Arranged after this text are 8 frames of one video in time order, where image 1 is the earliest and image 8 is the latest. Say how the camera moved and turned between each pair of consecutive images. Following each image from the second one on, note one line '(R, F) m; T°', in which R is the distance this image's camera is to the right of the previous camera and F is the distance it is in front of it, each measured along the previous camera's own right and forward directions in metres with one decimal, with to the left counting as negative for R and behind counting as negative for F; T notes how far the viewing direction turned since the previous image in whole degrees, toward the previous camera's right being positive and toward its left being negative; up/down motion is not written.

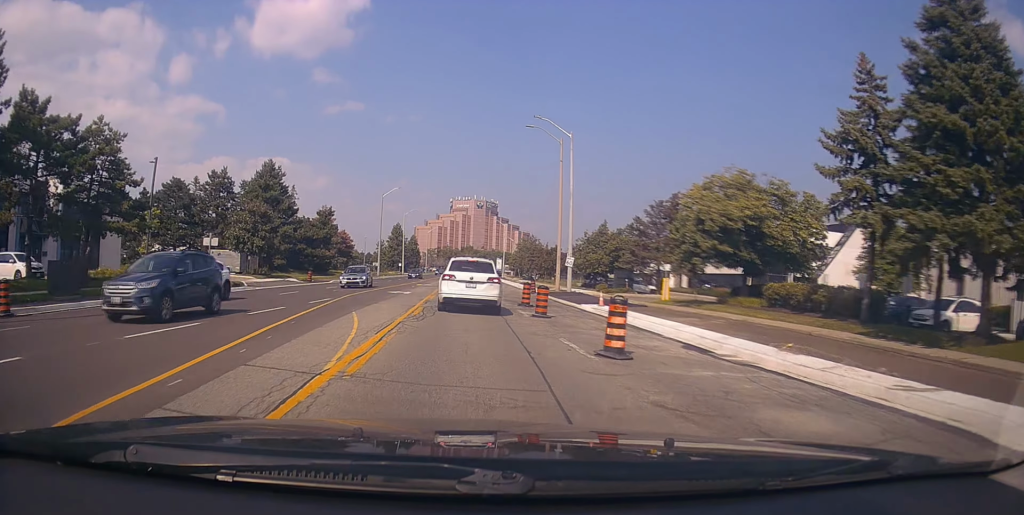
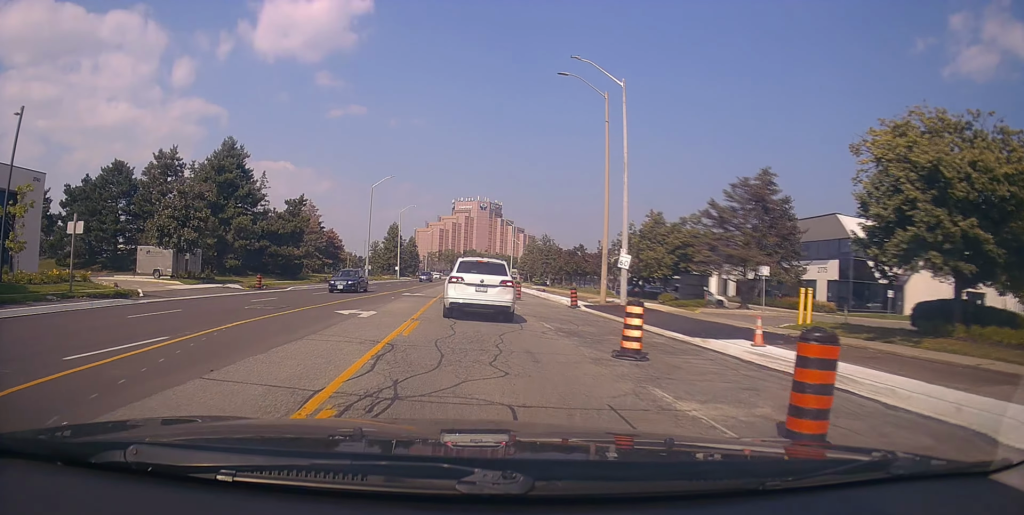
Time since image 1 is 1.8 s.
(-0.5, +16.0) m; -1°
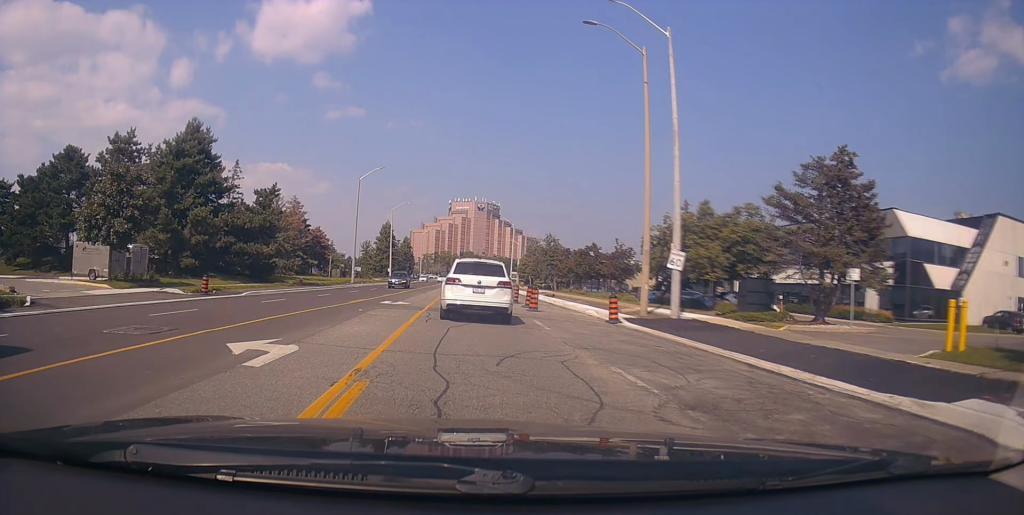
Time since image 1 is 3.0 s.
(+0.9, +8.8) m; +1°
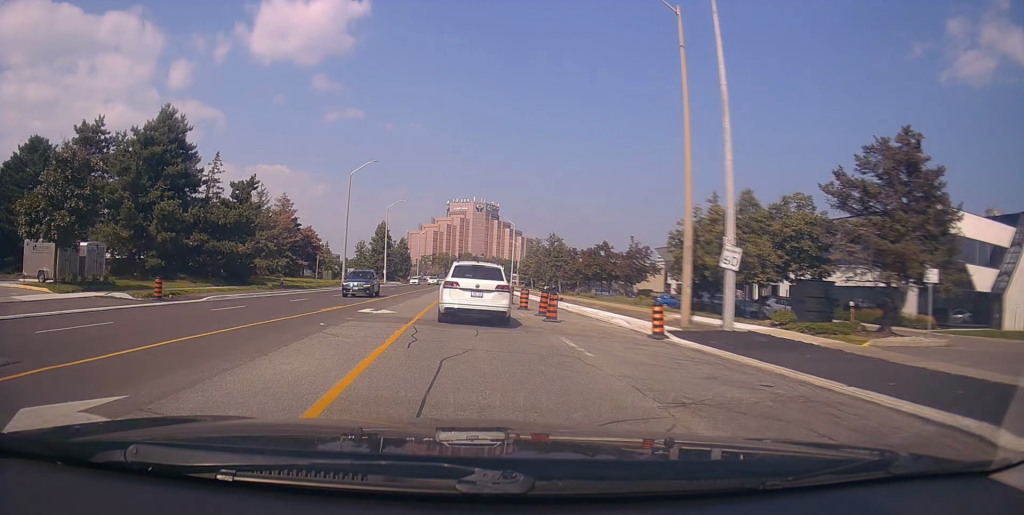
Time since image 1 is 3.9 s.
(-0.4, +5.3) m; -4°
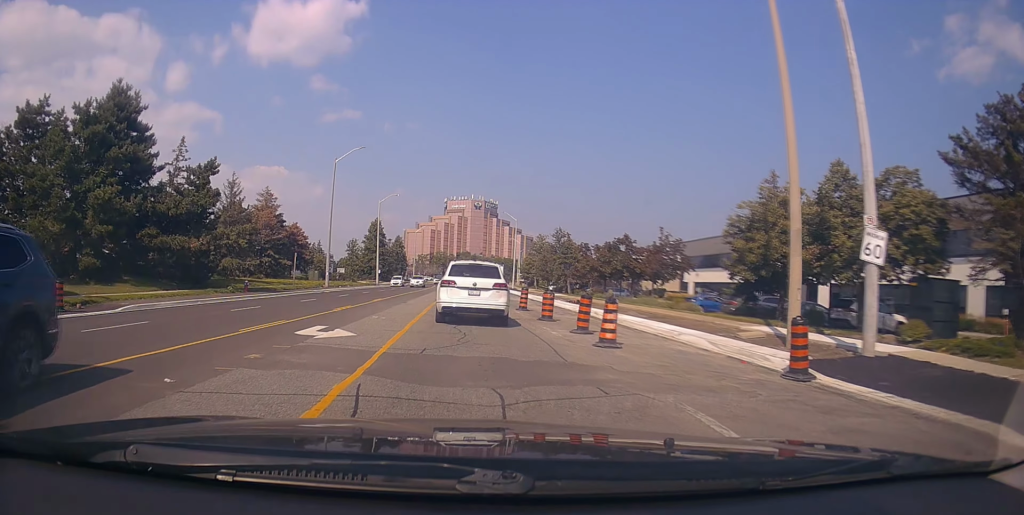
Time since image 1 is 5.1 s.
(0.0, +7.7) m; 0°
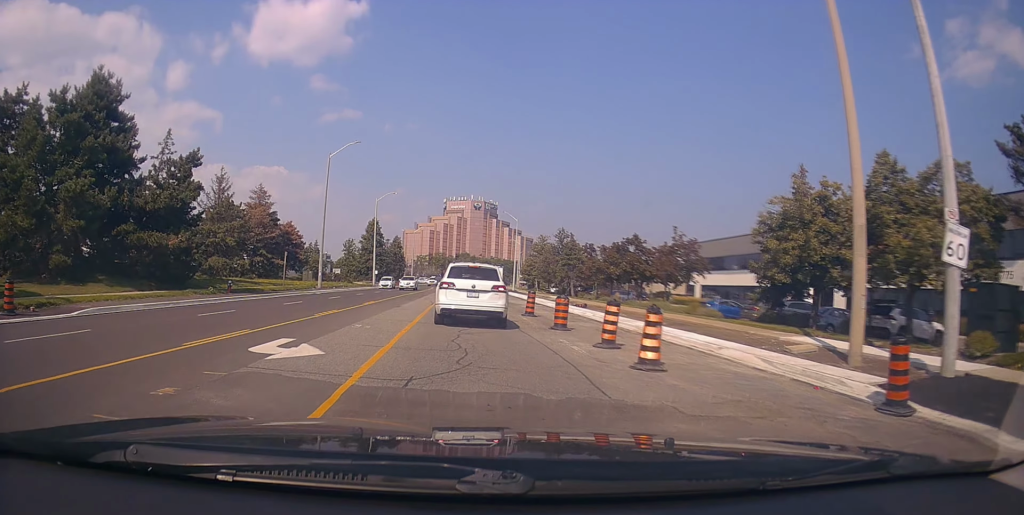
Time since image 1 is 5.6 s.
(0.0, +2.9) m; 0°
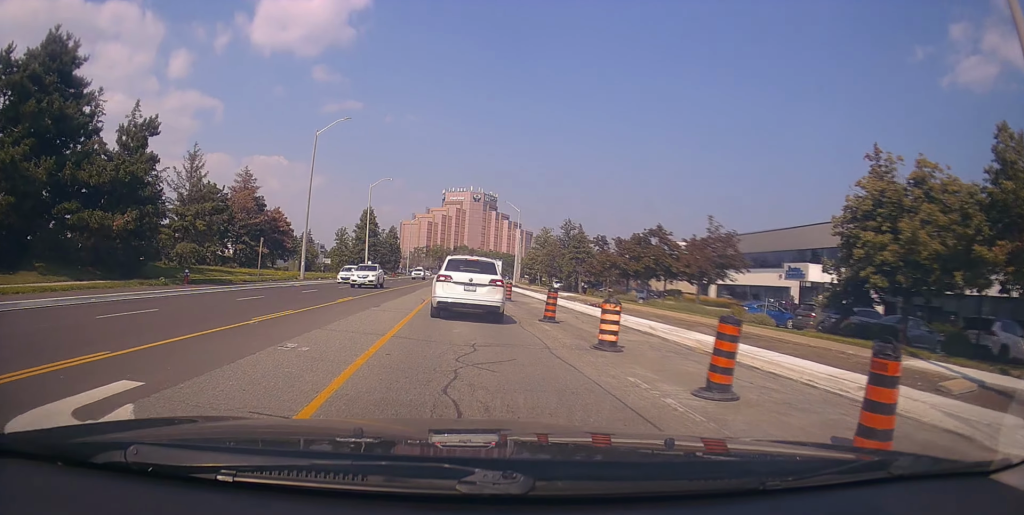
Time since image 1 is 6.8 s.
(0.0, +6.3) m; +4°
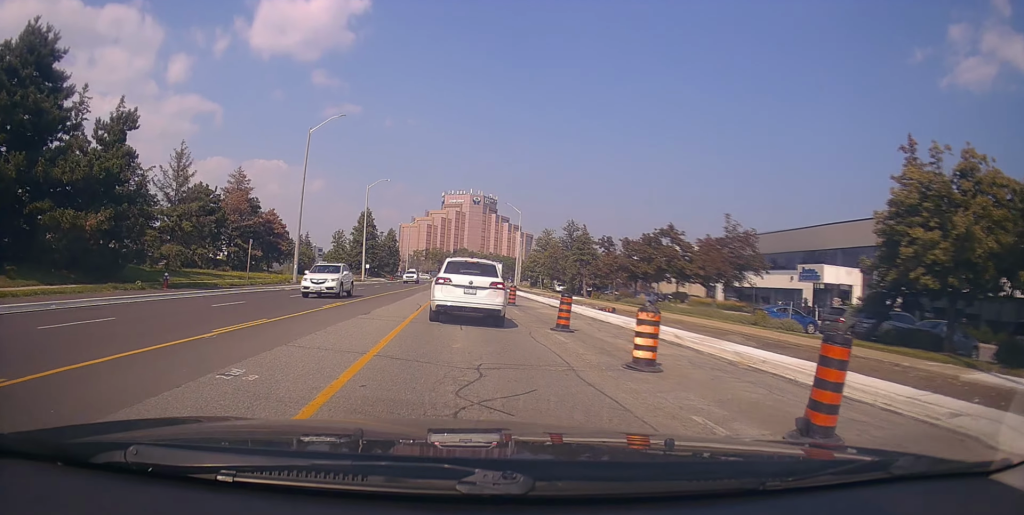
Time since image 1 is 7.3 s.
(+0.2, +2.5) m; 0°
